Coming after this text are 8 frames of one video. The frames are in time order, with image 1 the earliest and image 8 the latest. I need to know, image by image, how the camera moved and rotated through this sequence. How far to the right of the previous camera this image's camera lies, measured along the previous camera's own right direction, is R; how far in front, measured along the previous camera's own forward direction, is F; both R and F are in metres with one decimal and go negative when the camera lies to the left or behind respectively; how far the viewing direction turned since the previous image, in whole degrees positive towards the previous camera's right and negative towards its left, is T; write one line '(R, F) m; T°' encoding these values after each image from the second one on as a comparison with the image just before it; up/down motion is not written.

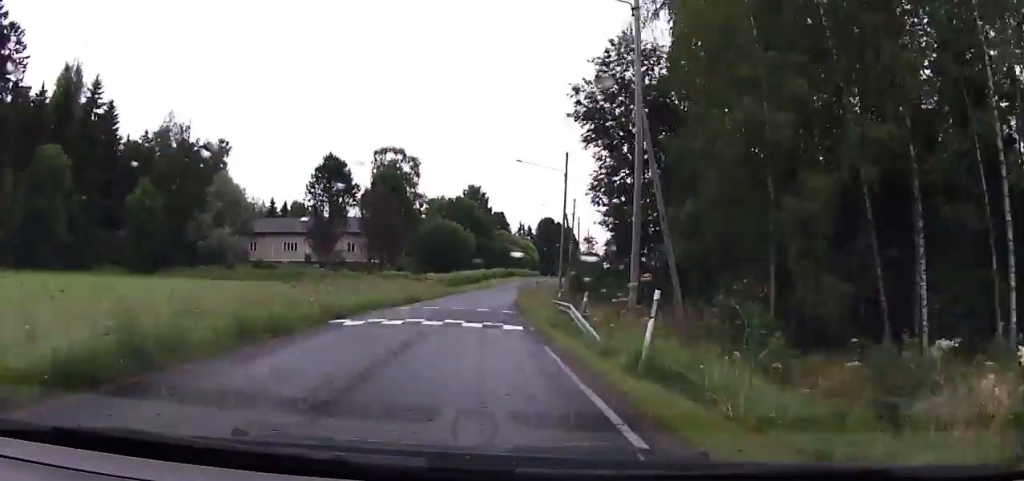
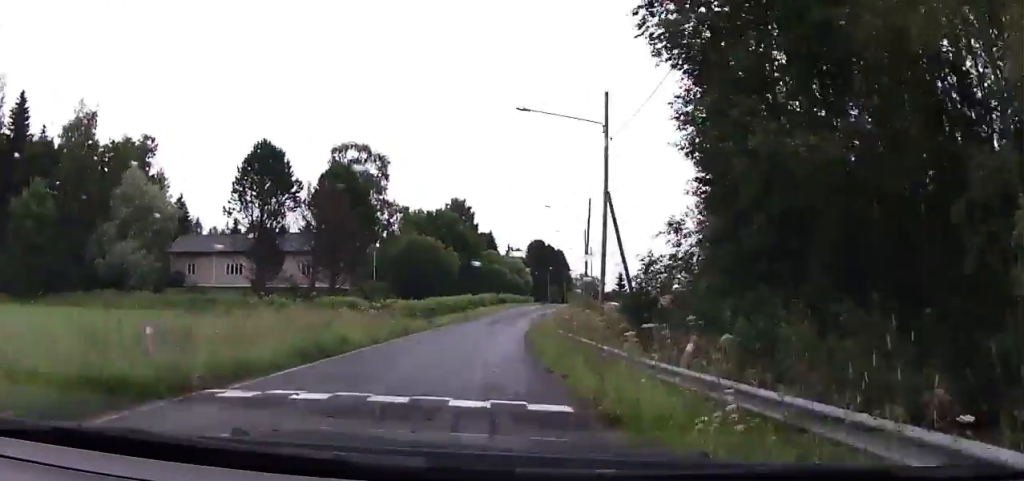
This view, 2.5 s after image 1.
(+0.9, +19.3) m; +4°
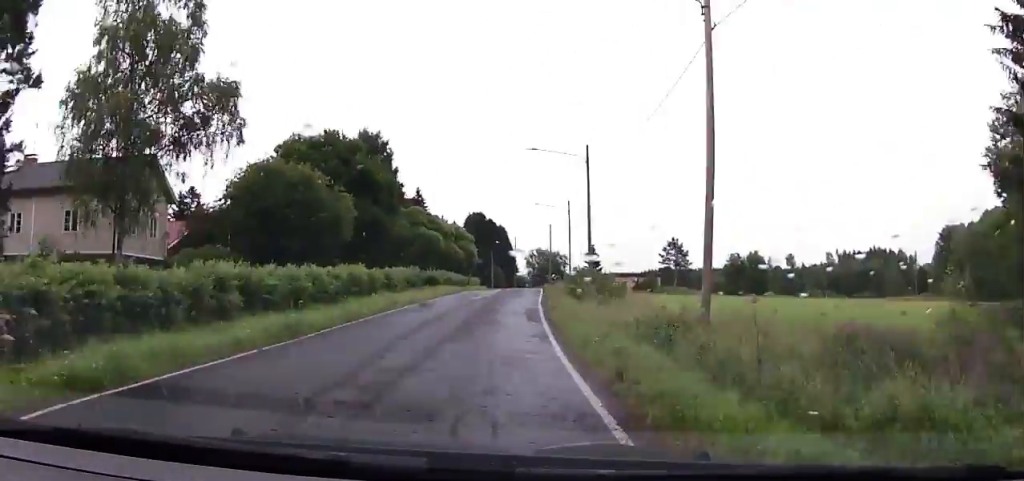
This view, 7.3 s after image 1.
(+2.4, +37.2) m; +5°
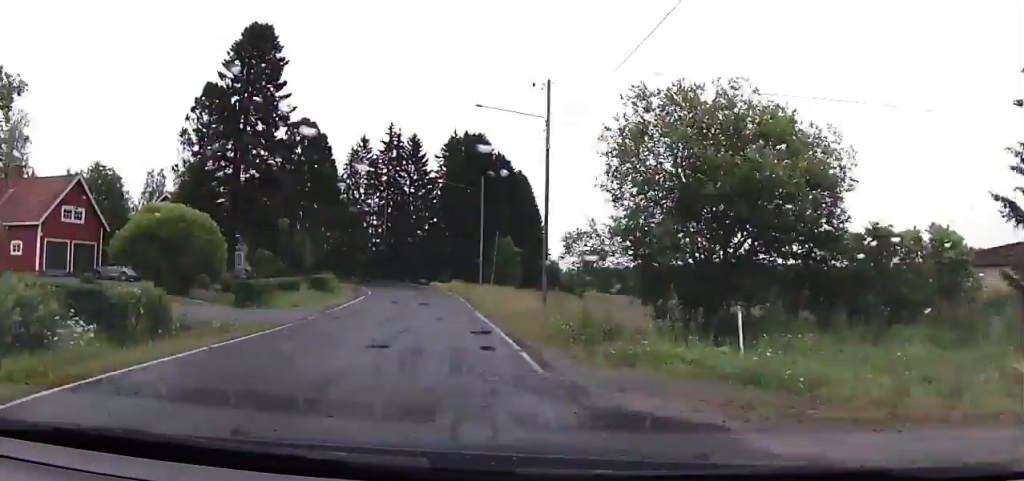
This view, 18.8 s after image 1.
(-0.9, +95.1) m; -10°
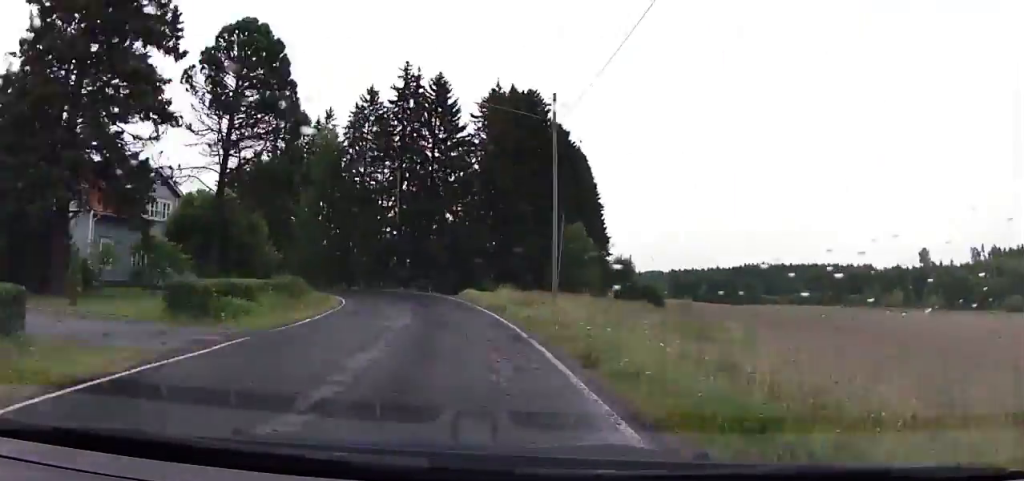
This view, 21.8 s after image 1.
(-0.2, +25.6) m; -8°
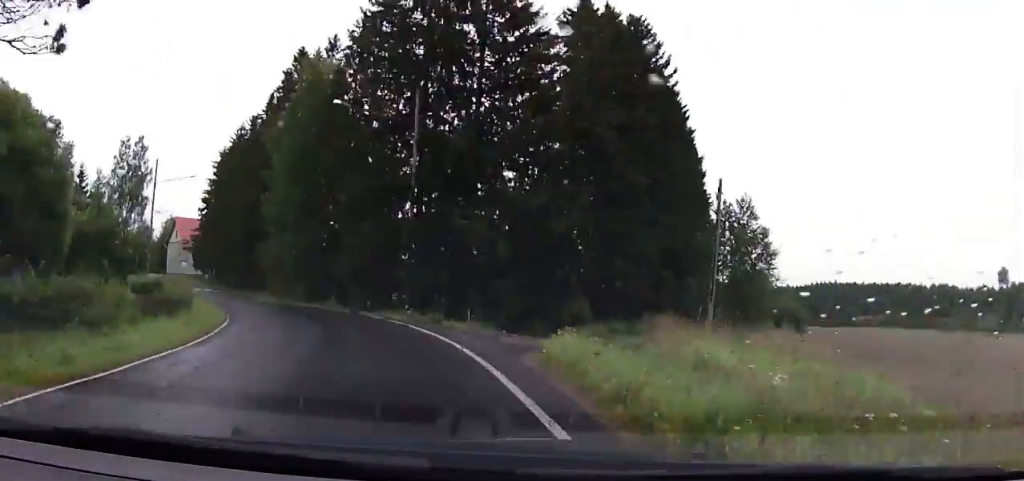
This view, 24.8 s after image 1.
(-2.0, +24.8) m; -8°
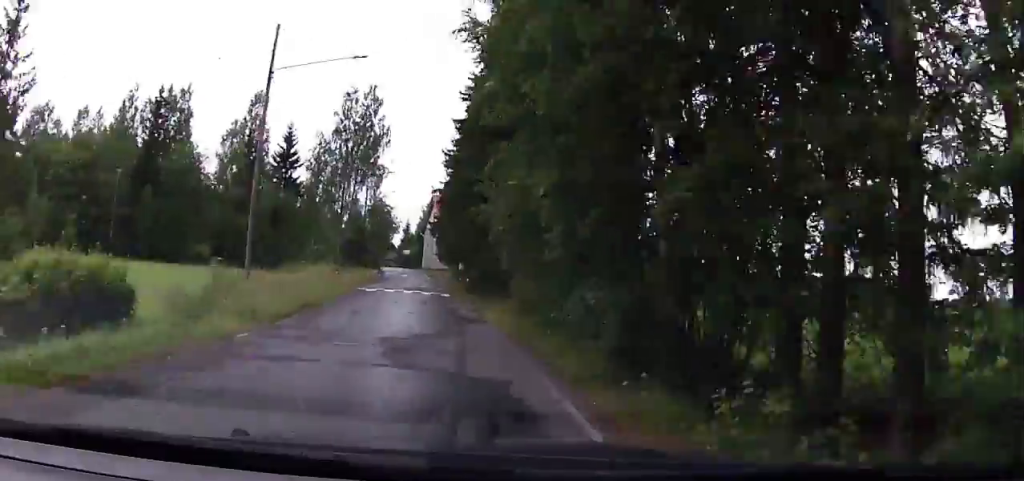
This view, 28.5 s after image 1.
(-3.2, +31.2) m; -11°
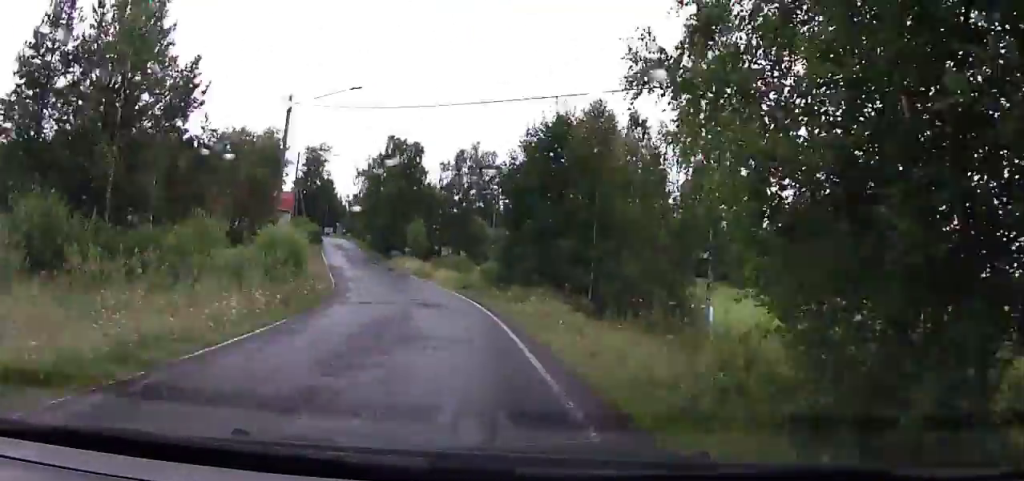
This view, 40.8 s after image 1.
(-20.4, +99.5) m; -22°
